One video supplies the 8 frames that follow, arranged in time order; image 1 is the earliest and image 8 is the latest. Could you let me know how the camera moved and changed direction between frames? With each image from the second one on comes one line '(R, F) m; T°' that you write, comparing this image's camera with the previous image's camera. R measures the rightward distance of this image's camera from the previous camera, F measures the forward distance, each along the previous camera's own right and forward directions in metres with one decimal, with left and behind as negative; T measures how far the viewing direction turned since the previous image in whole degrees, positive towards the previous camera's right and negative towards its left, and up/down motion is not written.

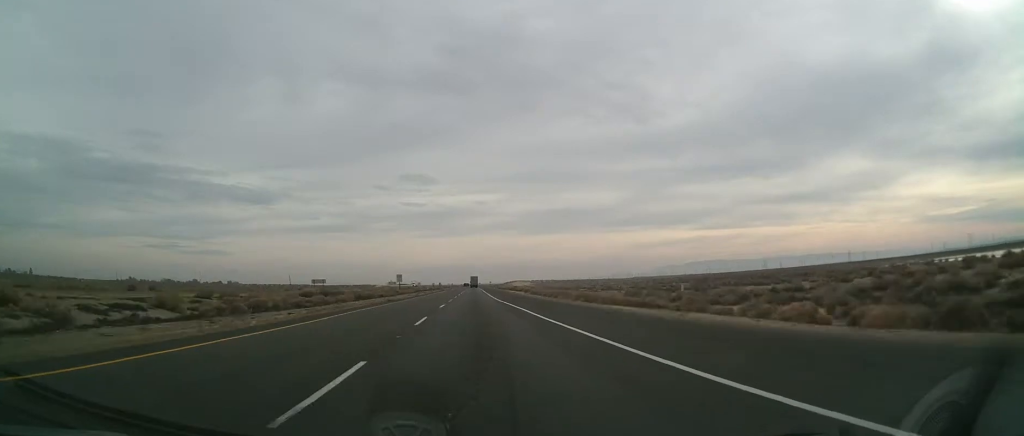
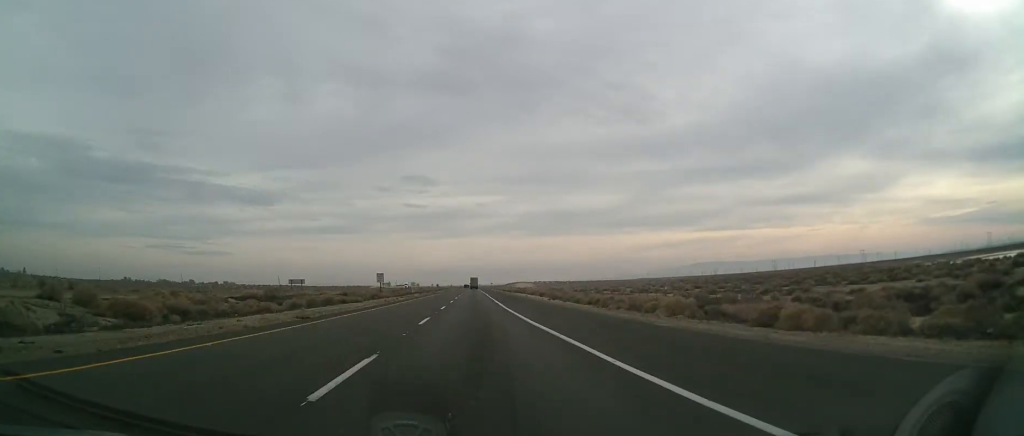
(+0.1, +27.9) m; 0°
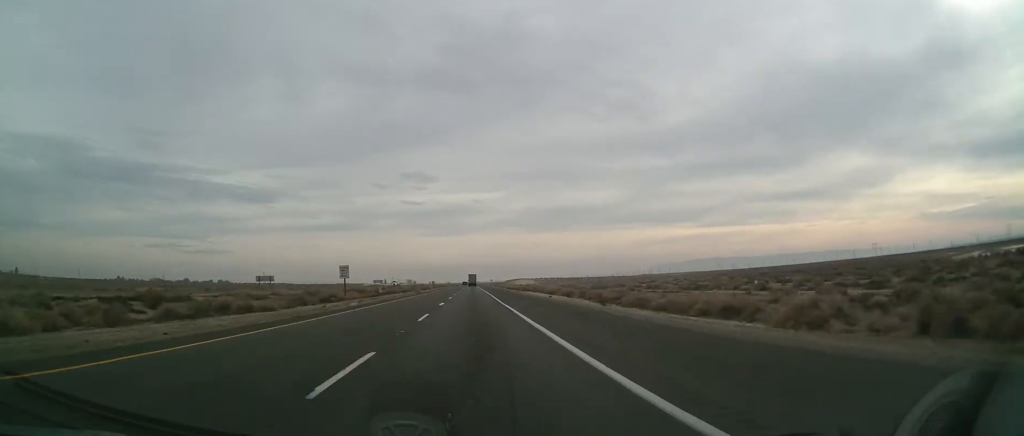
(-0.3, +29.2) m; 0°
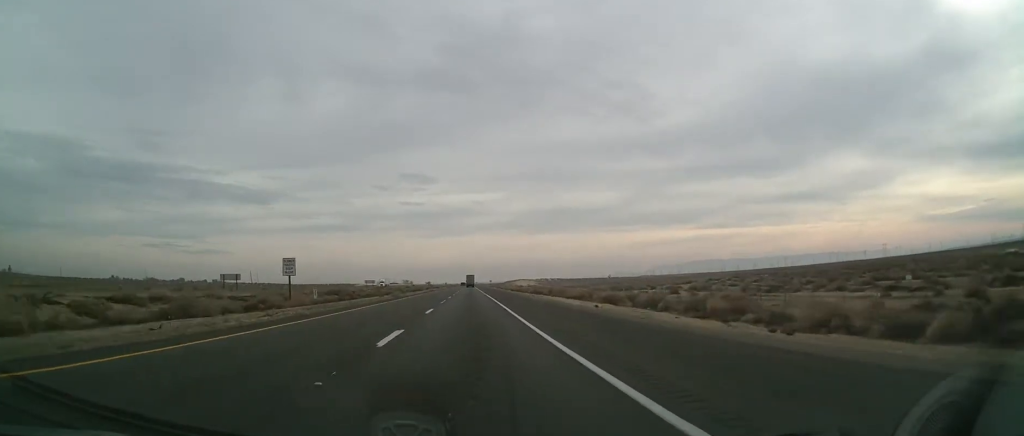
(+0.3, +23.3) m; +1°
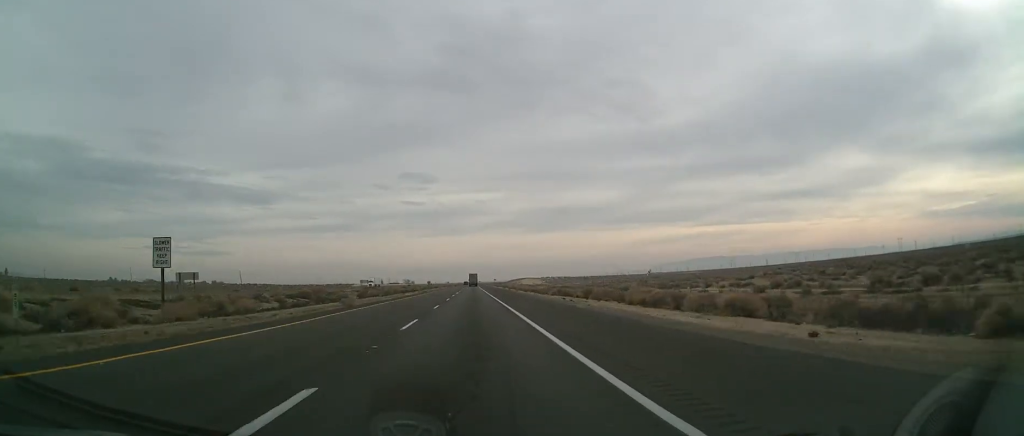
(+0.1, +24.5) m; 0°
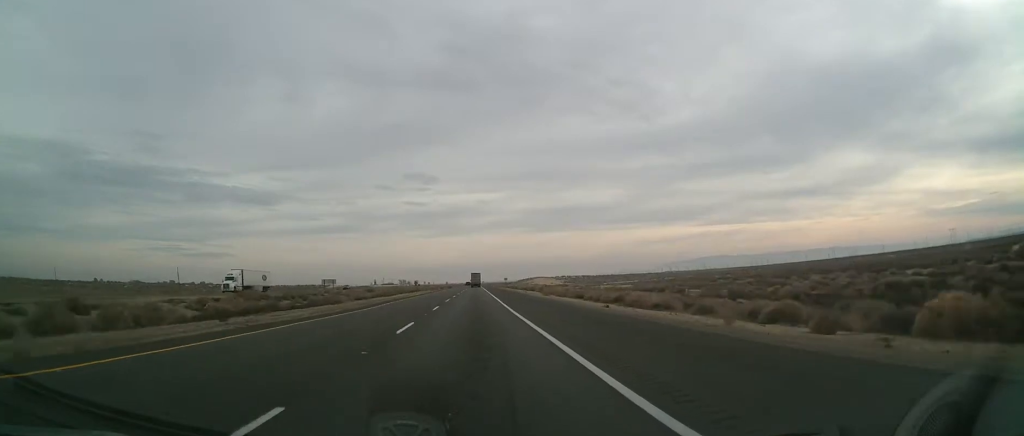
(0.0, +88.7) m; 0°
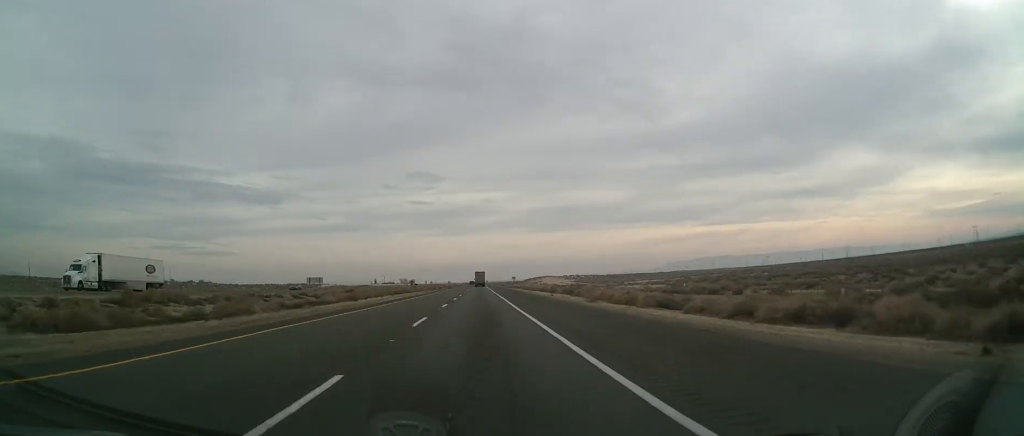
(+0.1, +26.9) m; -1°
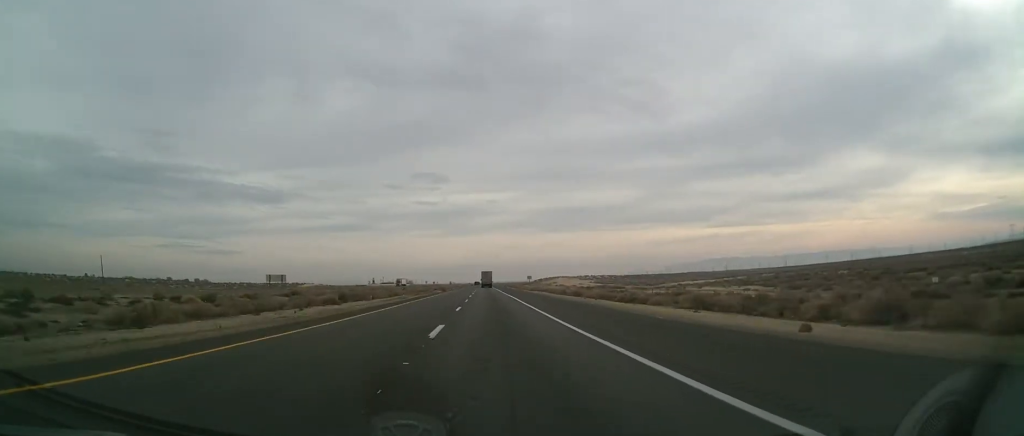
(-0.7, +47.7) m; -1°
